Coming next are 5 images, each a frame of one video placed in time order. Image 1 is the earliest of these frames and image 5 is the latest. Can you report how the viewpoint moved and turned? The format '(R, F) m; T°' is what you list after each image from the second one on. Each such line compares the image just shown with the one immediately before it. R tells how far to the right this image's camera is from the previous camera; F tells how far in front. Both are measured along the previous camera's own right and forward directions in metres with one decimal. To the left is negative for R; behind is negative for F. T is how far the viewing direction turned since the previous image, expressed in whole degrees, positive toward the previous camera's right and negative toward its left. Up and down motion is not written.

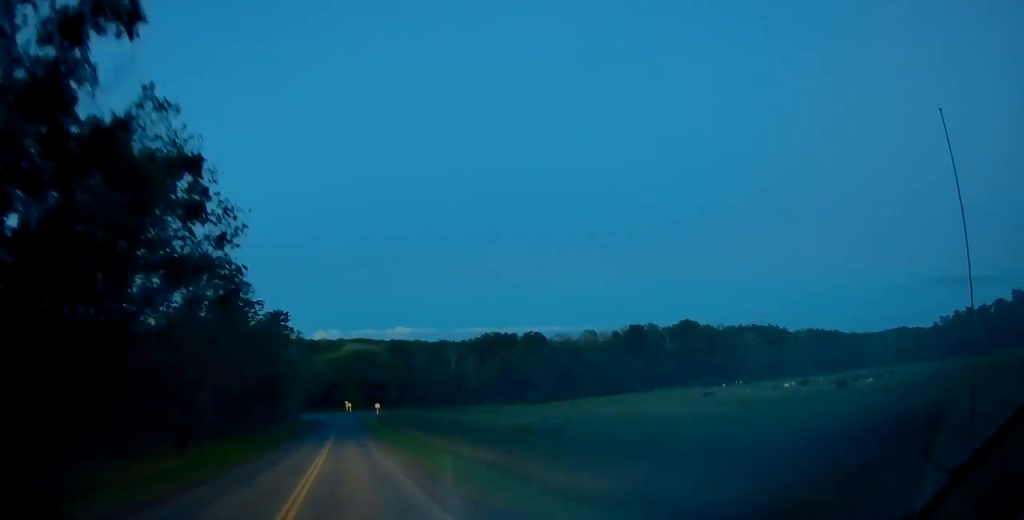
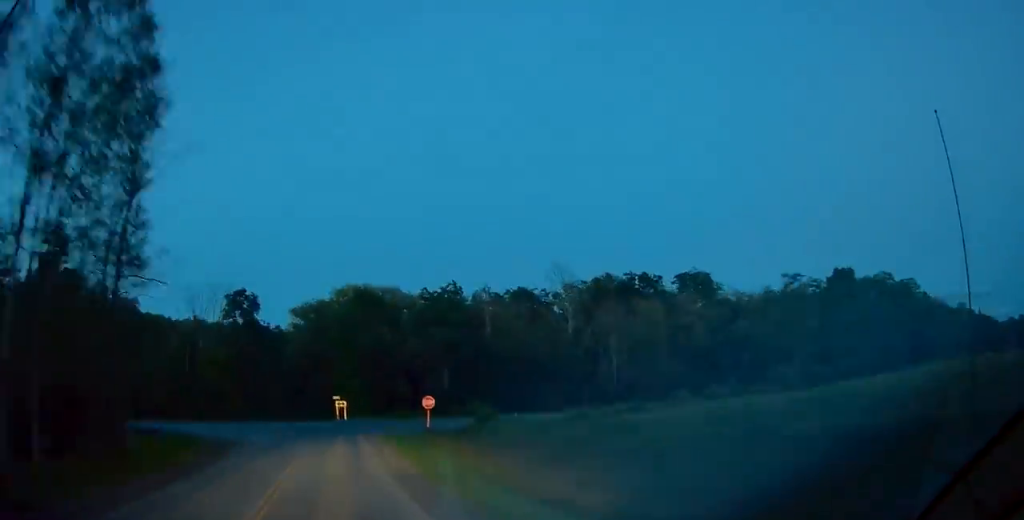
(+0.3, +76.3) m; -2°
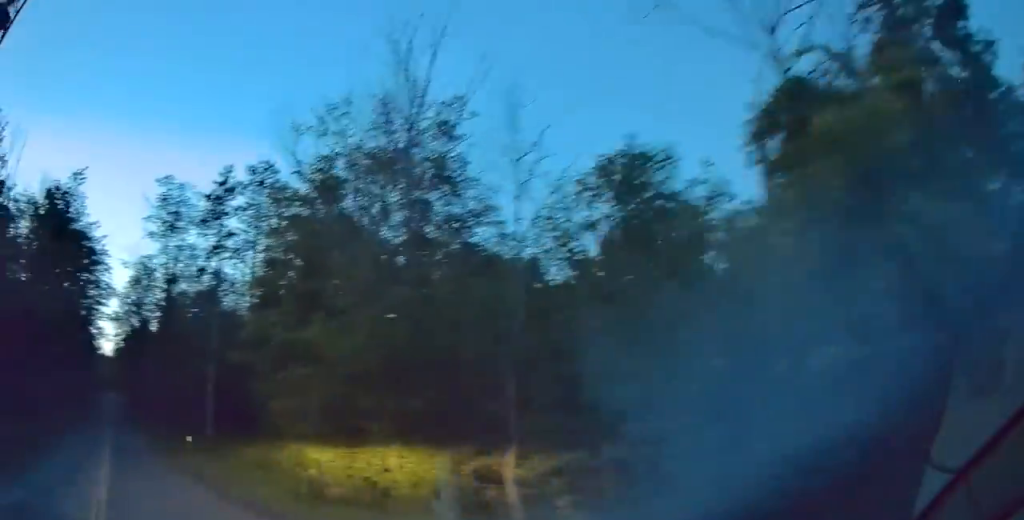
(-31.0, +59.8) m; -78°
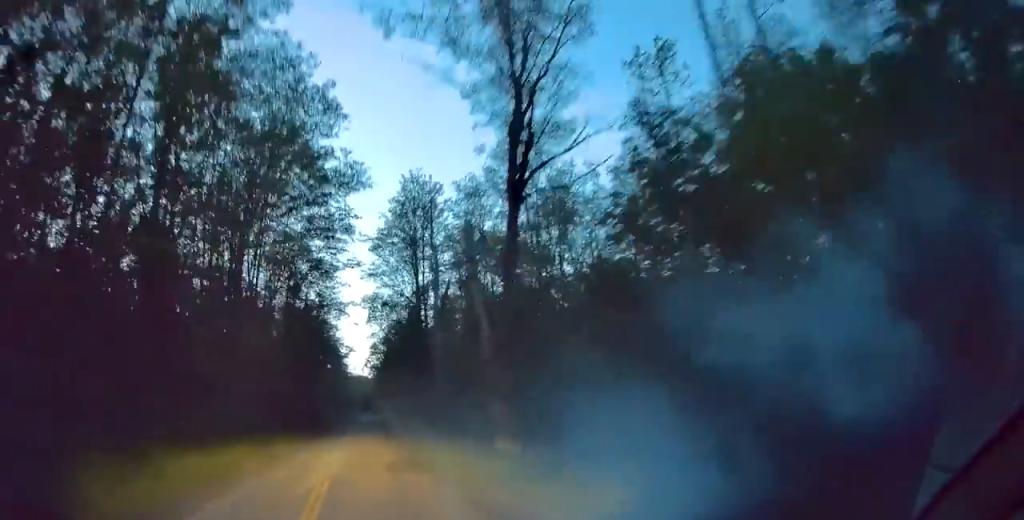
(-7.5, +32.2) m; -14°
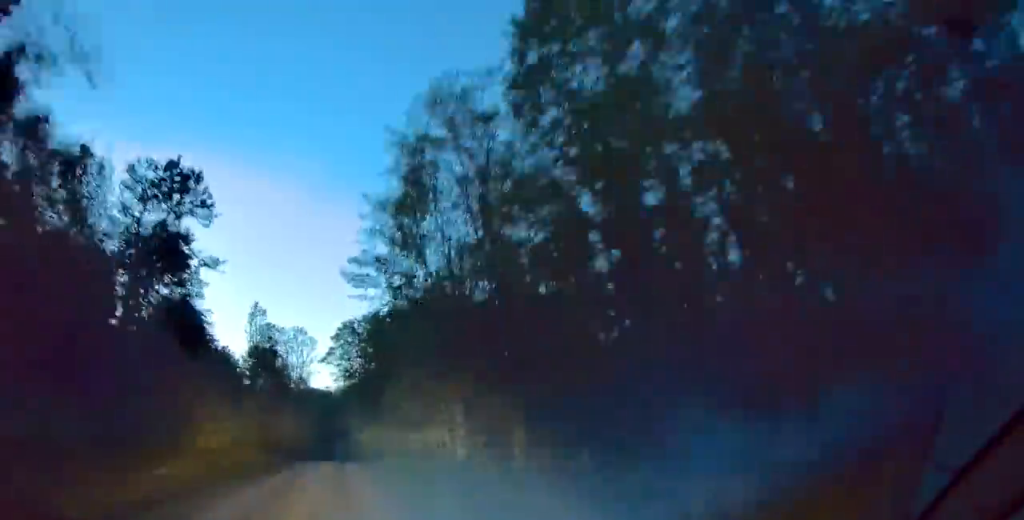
(-5.5, +114.2) m; -2°
